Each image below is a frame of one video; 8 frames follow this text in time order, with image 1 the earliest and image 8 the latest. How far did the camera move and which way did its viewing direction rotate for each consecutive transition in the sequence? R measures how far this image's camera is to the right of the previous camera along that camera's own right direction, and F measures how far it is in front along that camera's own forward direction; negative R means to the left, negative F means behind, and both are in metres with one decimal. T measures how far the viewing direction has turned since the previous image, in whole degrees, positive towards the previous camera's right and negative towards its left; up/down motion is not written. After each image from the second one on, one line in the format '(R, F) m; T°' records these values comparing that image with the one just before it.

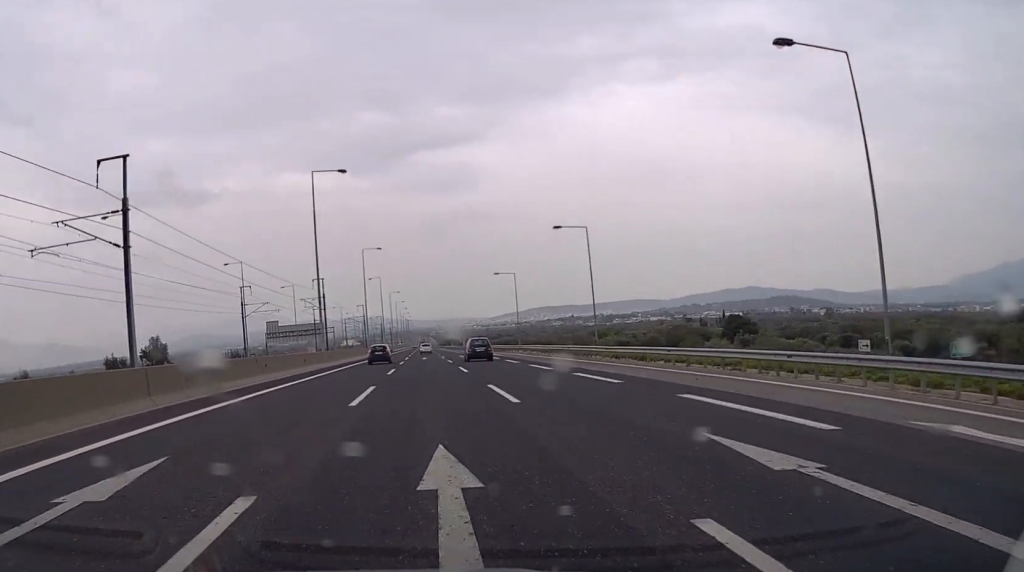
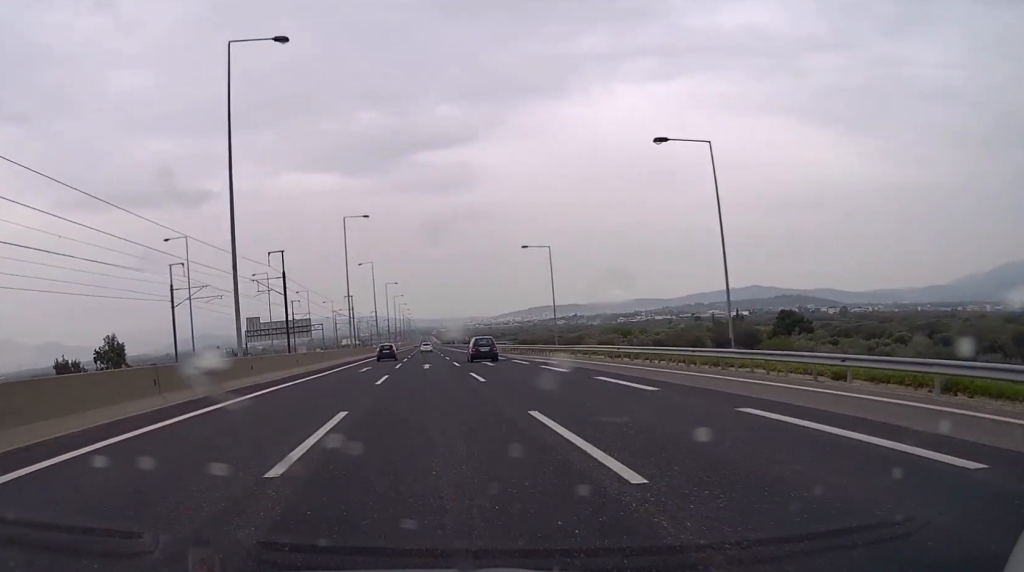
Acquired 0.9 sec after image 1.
(0.0, +27.8) m; 0°
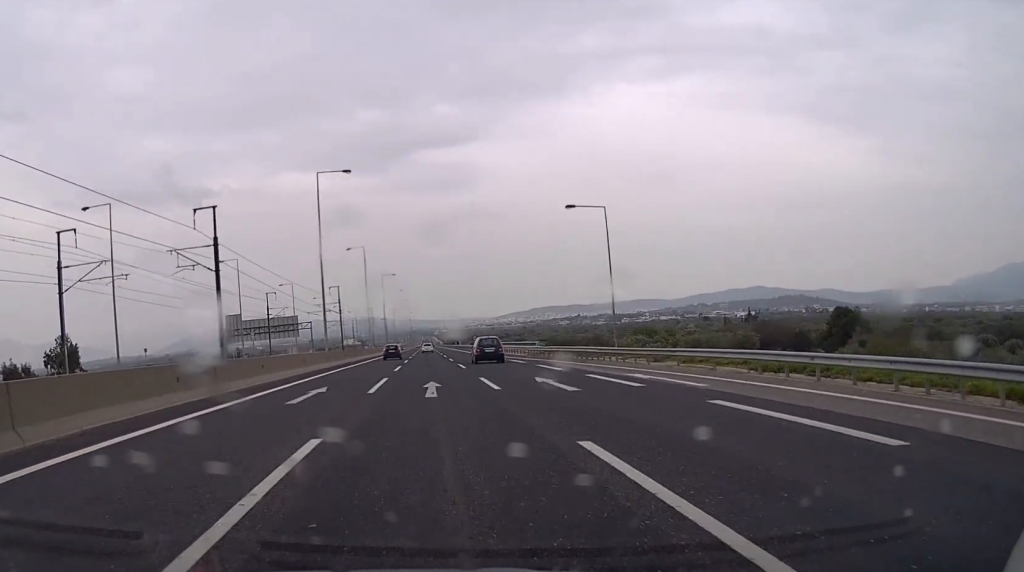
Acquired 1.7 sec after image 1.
(0.0, +21.8) m; 0°
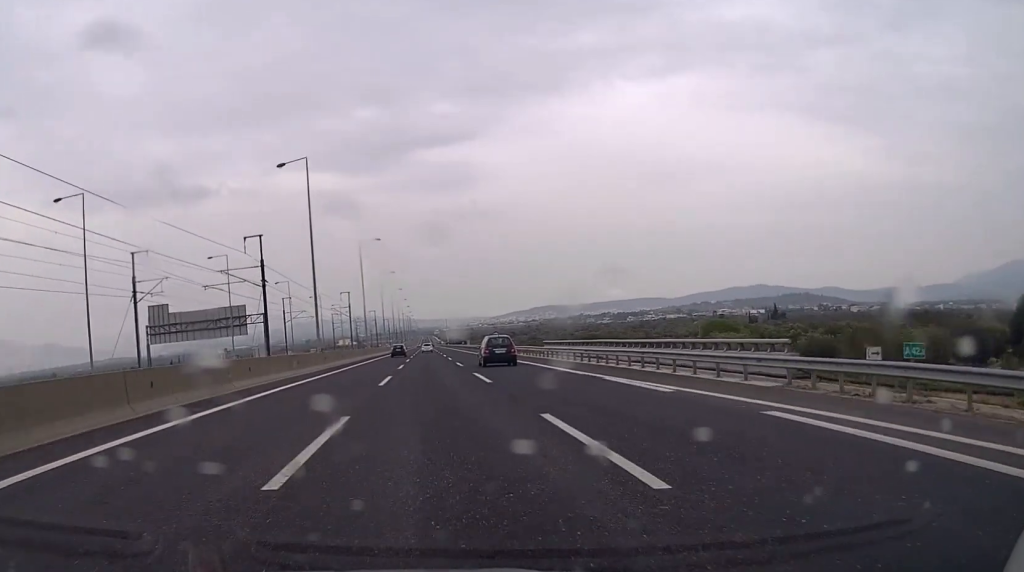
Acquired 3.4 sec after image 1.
(0.0, +50.7) m; 0°
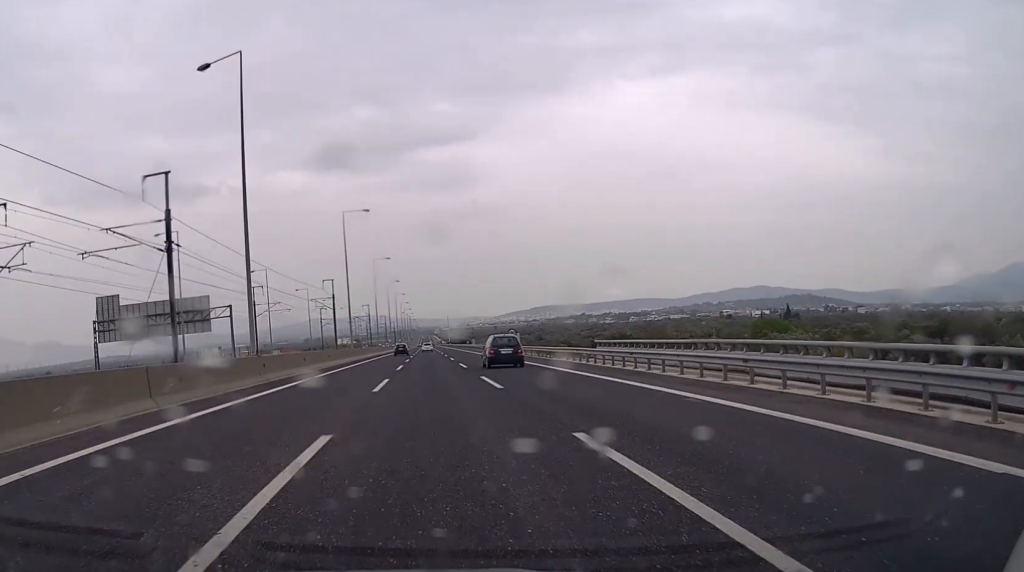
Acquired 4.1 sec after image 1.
(+0.1, +21.9) m; 0°
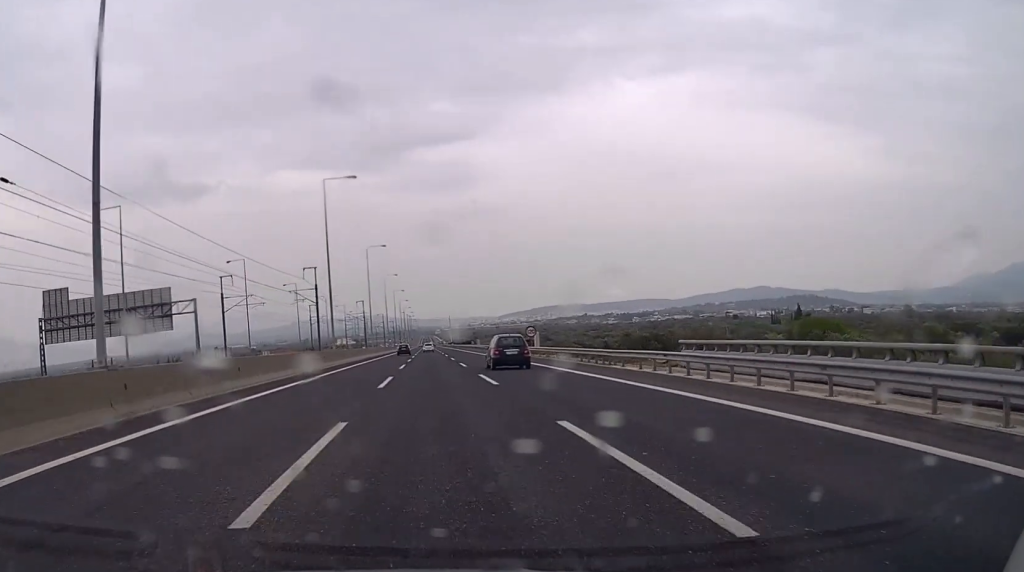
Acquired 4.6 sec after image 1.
(0.0, +15.9) m; 0°
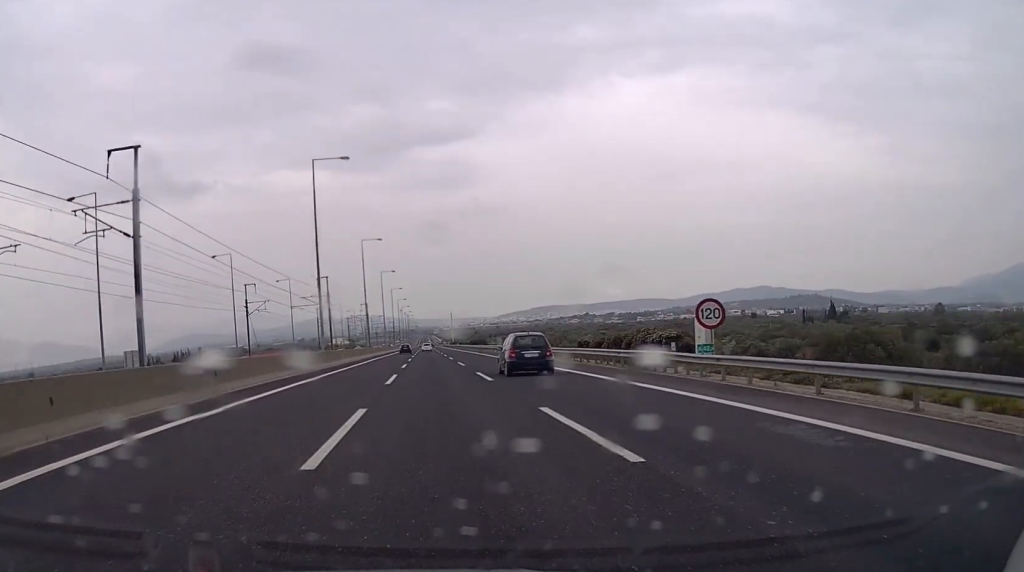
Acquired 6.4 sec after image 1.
(-0.2, +51.7) m; 0°
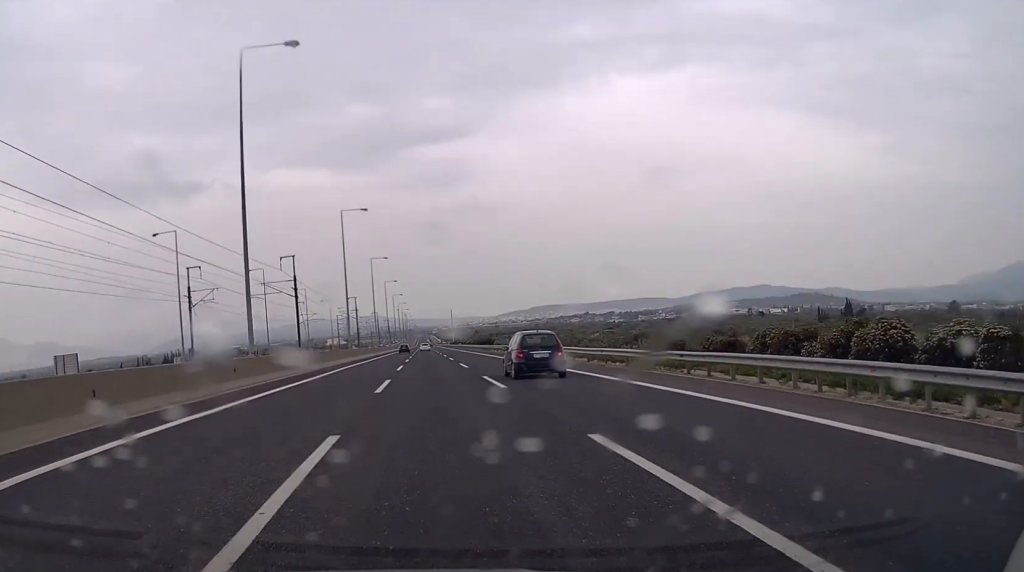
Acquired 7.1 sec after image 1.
(0.0, +22.8) m; 0°
